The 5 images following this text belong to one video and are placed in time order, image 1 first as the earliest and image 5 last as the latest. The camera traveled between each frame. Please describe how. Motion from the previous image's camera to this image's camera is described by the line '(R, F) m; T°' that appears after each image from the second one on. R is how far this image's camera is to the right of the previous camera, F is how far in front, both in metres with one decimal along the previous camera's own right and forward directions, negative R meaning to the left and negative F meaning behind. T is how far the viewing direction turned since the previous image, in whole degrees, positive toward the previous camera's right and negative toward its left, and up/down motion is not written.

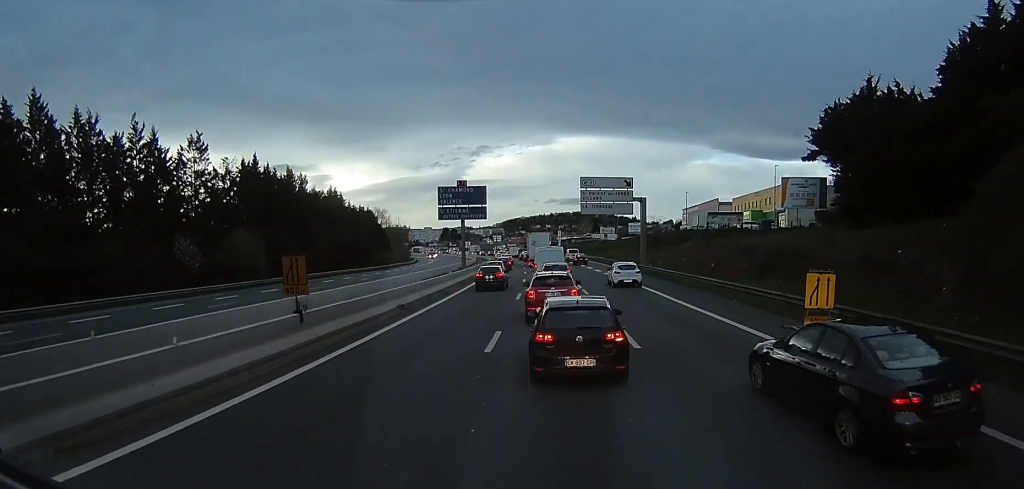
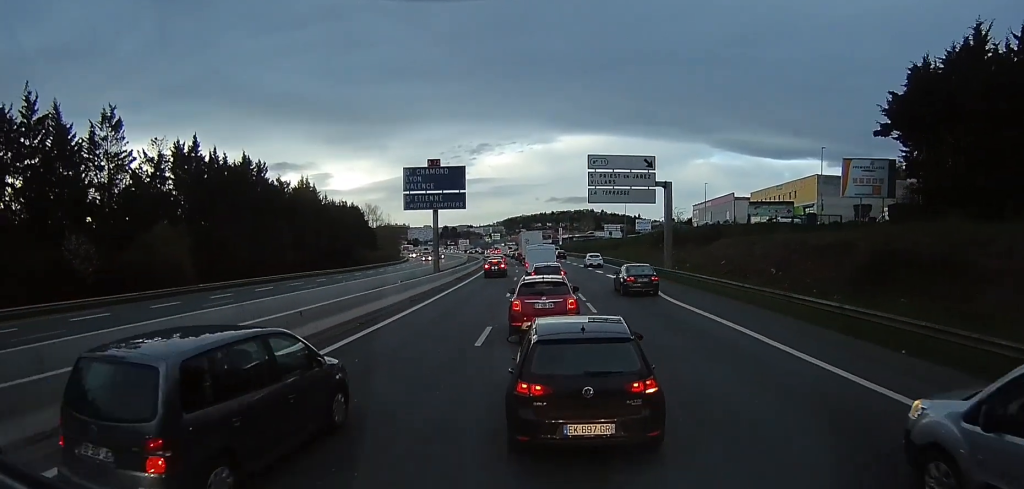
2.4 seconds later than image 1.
(+1.1, +12.7) m; 0°
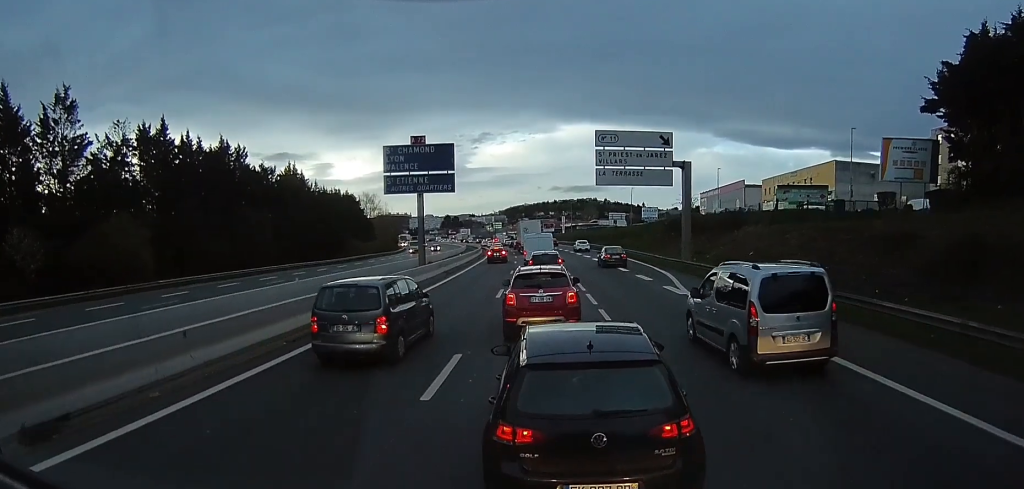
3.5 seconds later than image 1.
(0.0, +5.8) m; +5°
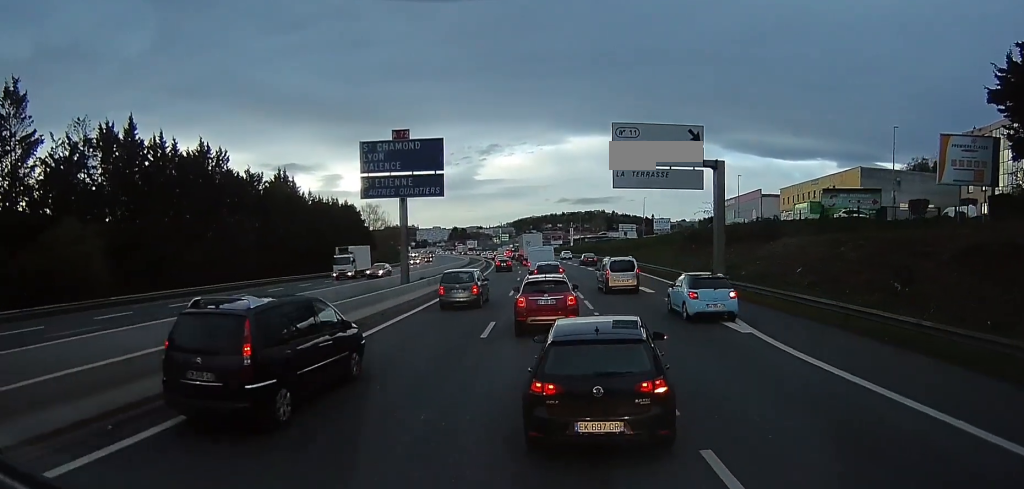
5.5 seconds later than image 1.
(+0.5, +7.9) m; +4°
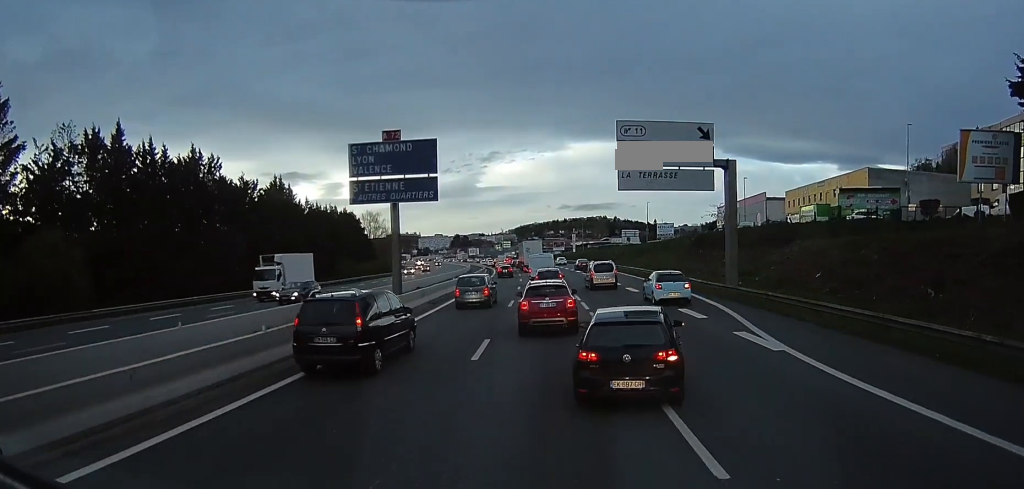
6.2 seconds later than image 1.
(0.0, +2.3) m; 0°
